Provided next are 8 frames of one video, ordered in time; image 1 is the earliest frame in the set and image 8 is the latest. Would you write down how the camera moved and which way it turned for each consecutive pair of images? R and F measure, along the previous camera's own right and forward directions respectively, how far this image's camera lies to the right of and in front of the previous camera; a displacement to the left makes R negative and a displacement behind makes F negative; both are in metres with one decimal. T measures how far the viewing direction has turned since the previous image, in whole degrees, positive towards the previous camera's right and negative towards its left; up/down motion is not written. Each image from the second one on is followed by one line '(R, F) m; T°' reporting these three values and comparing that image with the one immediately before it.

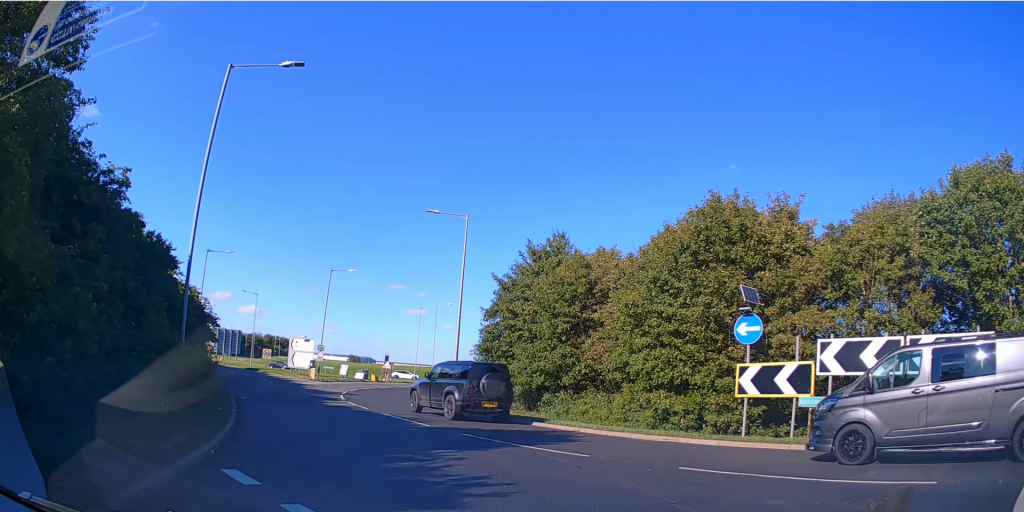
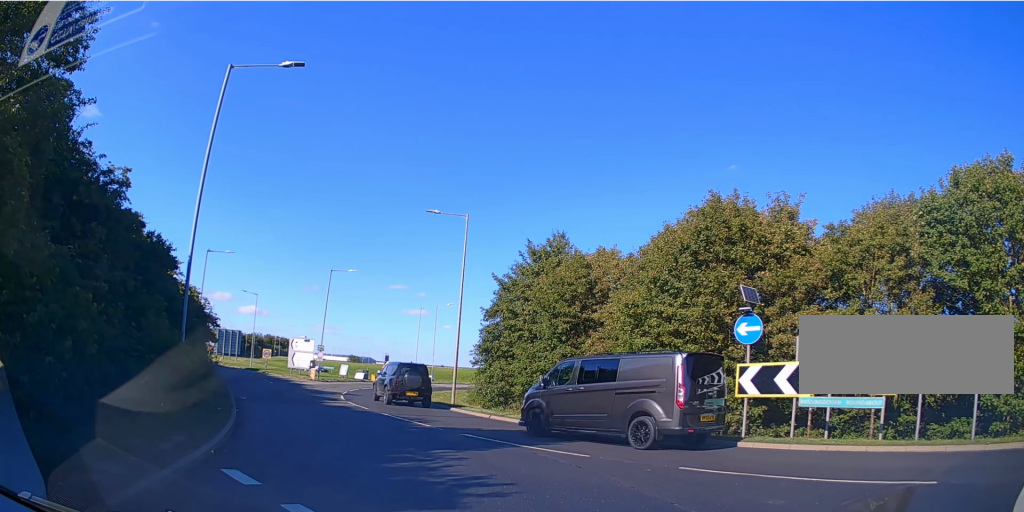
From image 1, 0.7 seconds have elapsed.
(0.0, 0.0) m; 0°
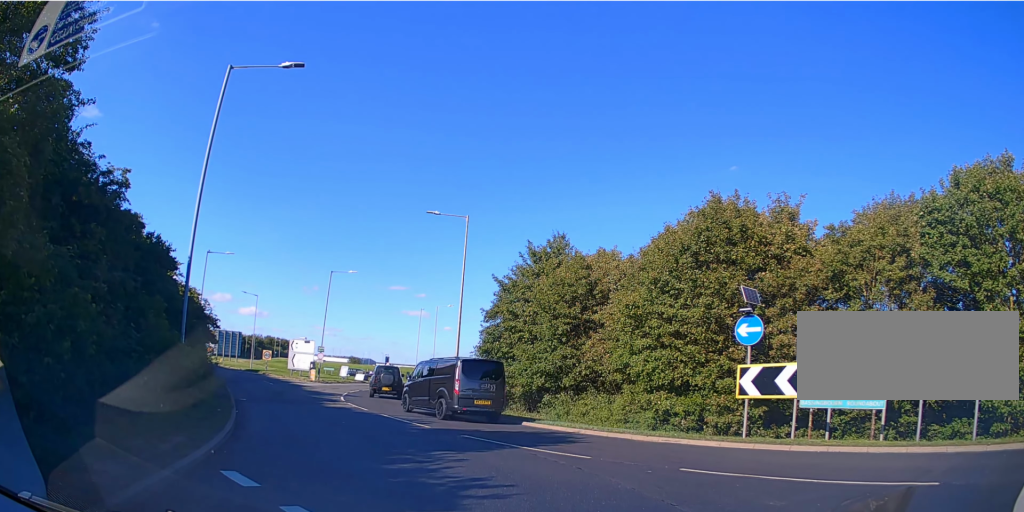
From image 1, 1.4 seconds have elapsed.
(0.0, +0.2) m; 0°
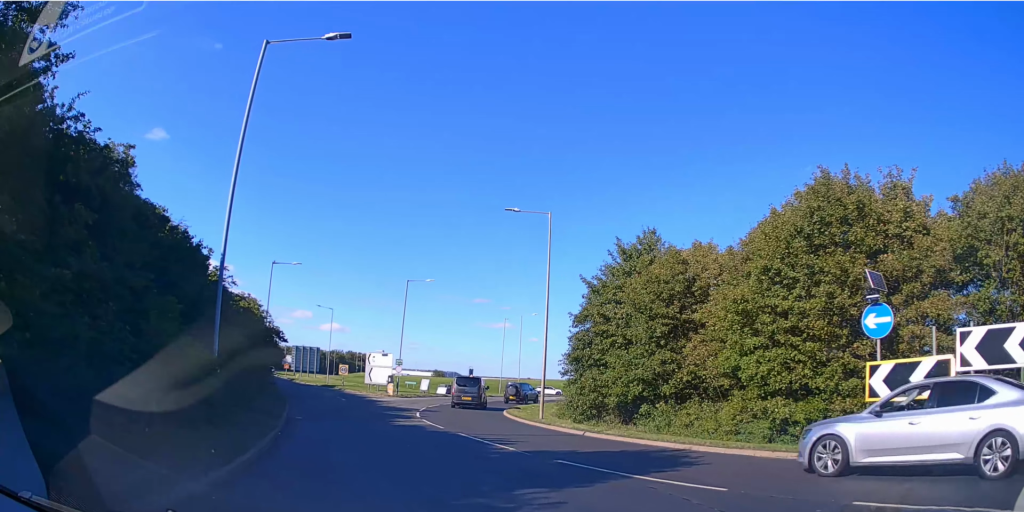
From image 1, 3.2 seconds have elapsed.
(-0.3, +1.6) m; -12°
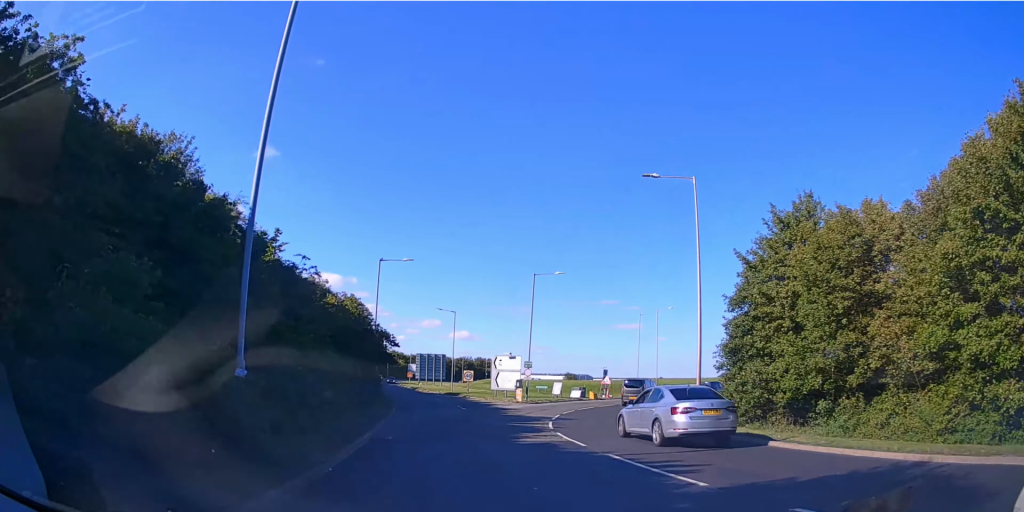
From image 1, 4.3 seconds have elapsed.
(-0.4, +4.2) m; -7°
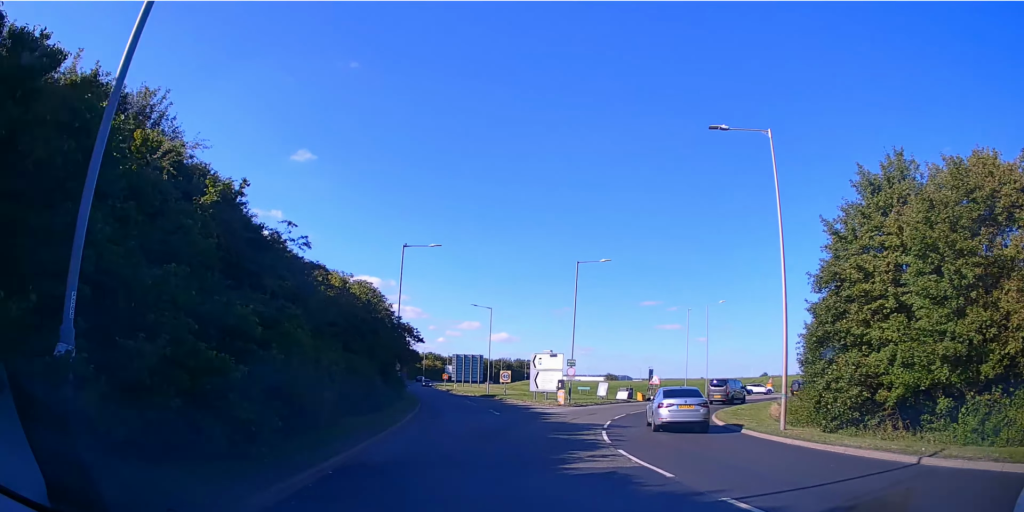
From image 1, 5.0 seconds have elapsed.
(-0.1, +4.7) m; -1°
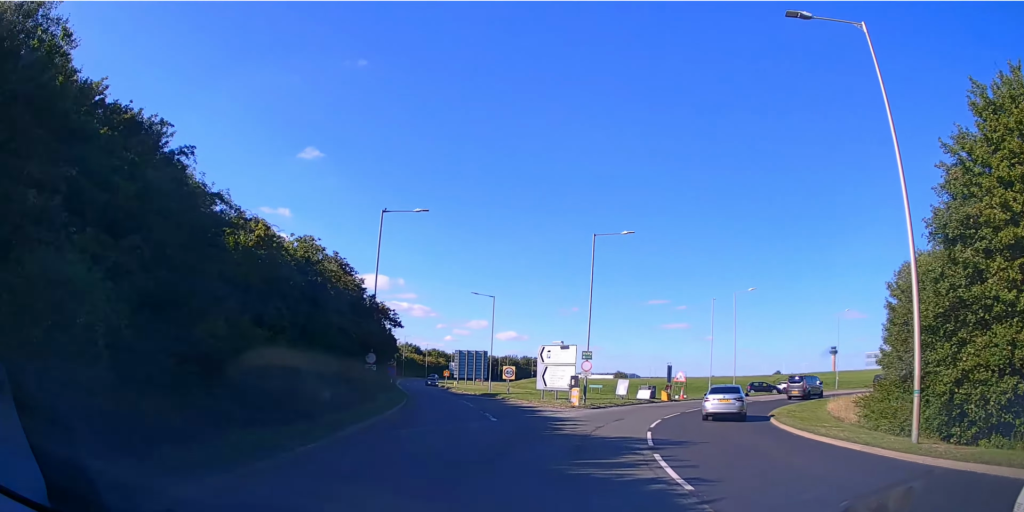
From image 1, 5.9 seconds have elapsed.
(0.0, +6.8) m; +2°
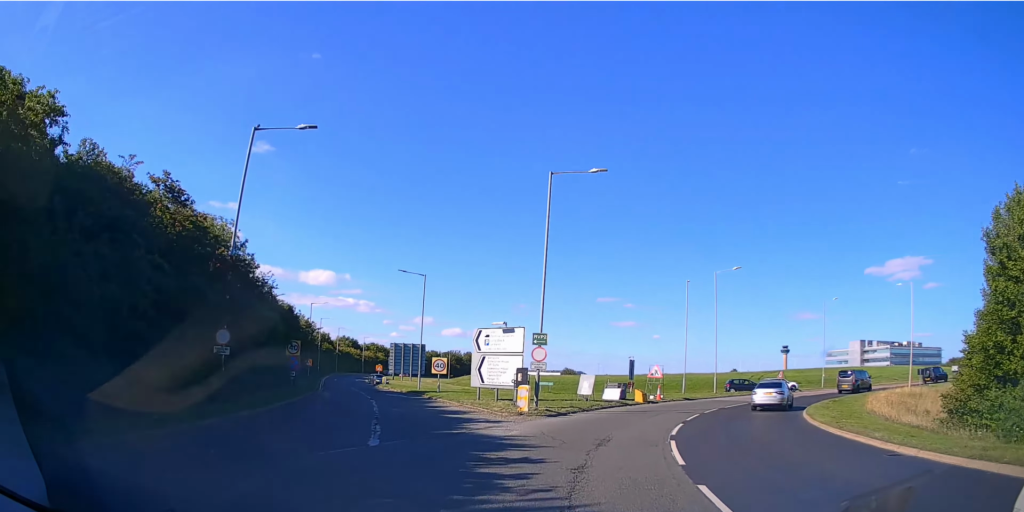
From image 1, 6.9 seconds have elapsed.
(+0.3, +9.6) m; +5°
